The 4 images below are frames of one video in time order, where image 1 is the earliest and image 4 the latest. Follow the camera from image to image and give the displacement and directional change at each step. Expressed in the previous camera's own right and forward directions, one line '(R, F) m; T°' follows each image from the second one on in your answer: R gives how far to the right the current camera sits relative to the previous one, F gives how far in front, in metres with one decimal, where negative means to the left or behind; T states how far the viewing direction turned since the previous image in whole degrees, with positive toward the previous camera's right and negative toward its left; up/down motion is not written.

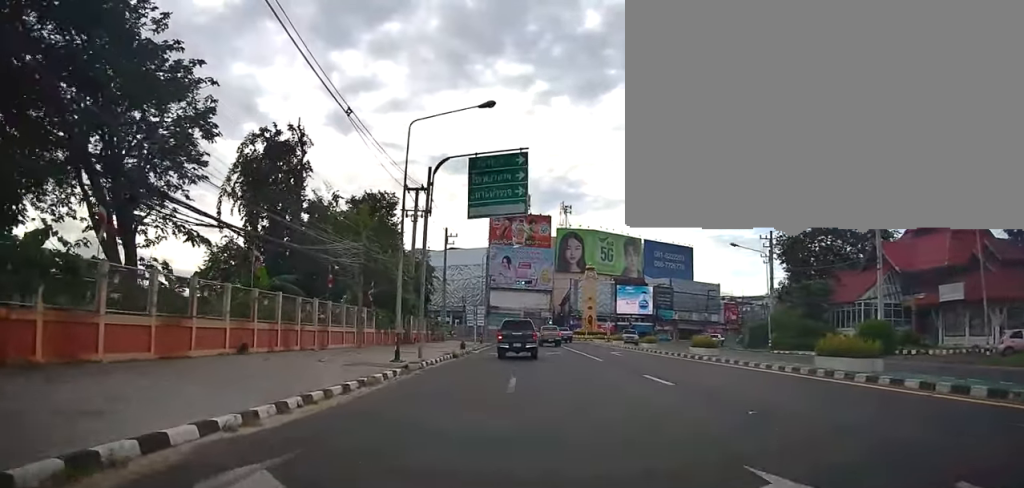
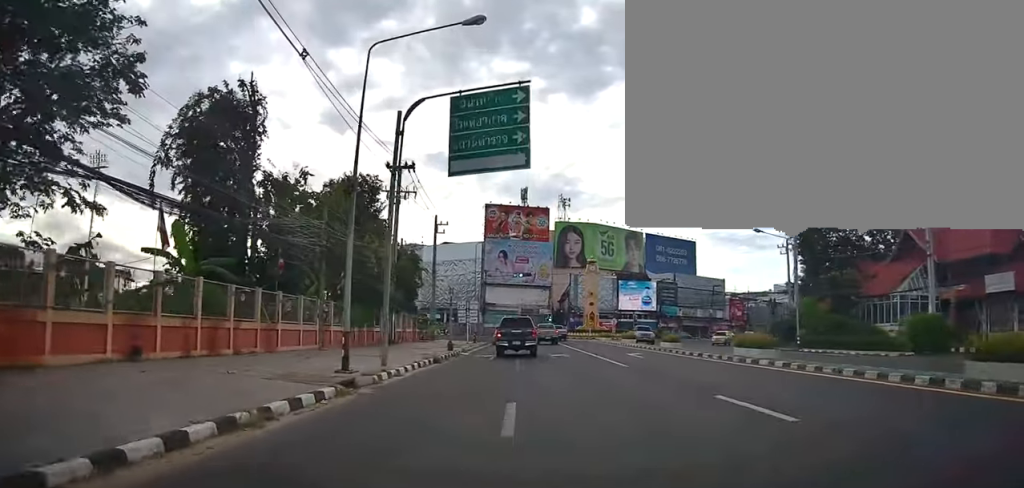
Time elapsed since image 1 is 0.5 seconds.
(+0.2, +5.8) m; +1°
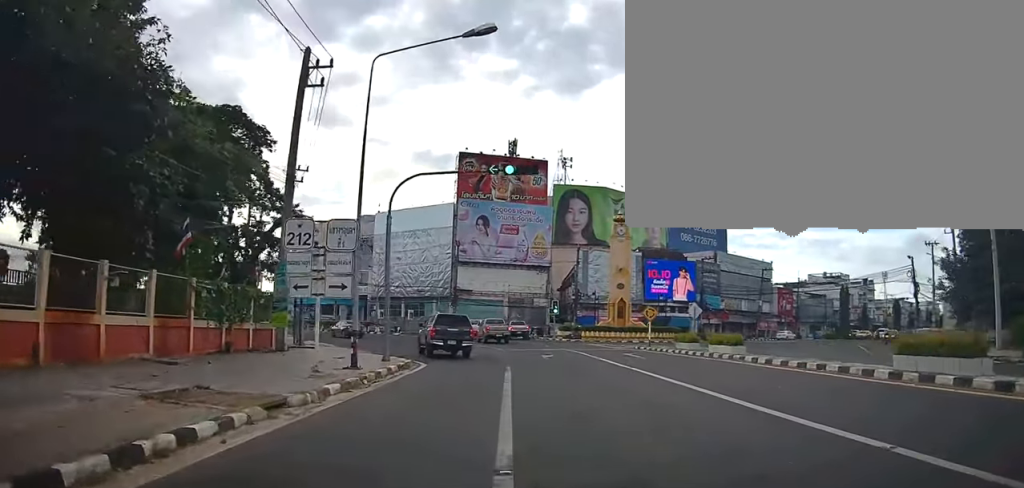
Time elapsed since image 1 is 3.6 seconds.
(+0.3, +34.7) m; +1°
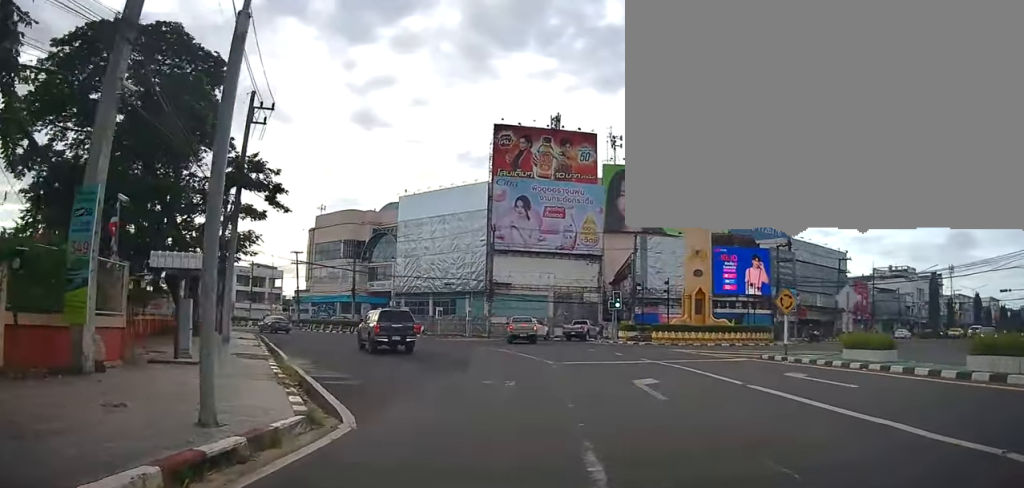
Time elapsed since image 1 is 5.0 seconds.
(+0.3, +13.0) m; -2°
